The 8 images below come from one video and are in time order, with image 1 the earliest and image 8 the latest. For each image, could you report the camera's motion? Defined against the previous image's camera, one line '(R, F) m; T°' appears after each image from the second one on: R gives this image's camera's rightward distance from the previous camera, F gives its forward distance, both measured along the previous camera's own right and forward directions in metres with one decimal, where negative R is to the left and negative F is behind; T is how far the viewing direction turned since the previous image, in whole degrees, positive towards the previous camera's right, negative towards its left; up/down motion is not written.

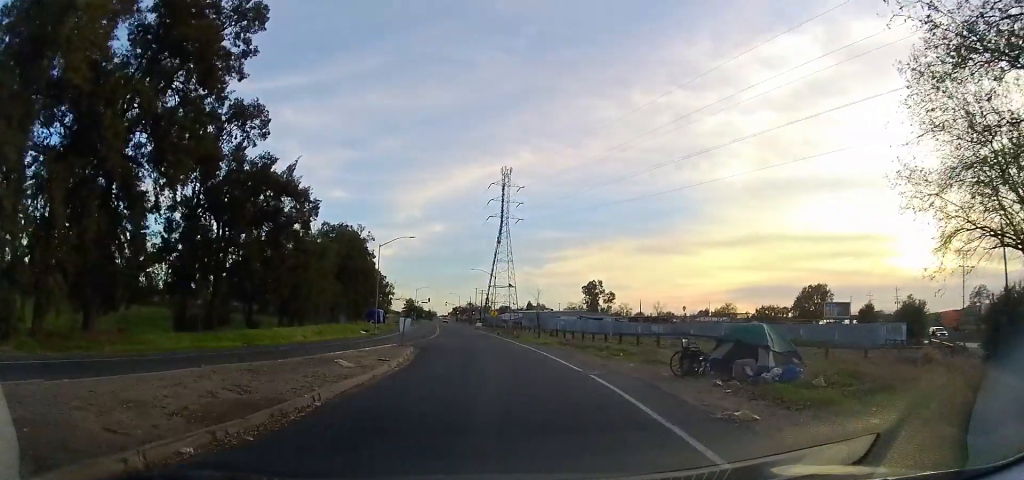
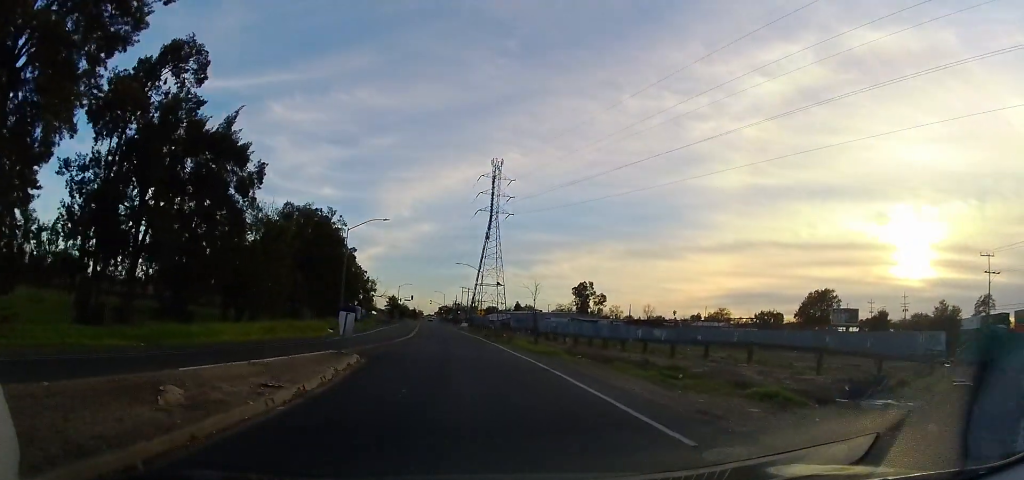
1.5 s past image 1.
(+0.5, +8.1) m; +6°
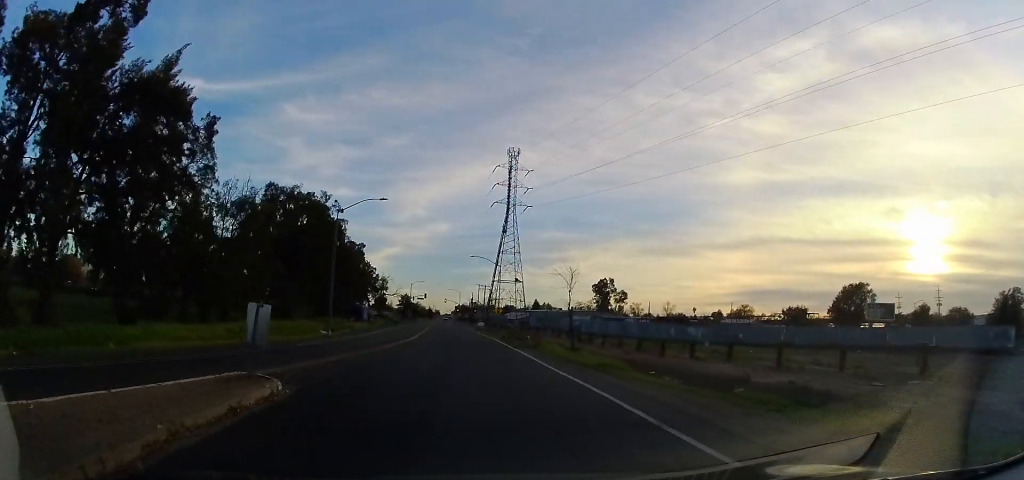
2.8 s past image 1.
(-0.3, +8.0) m; -5°
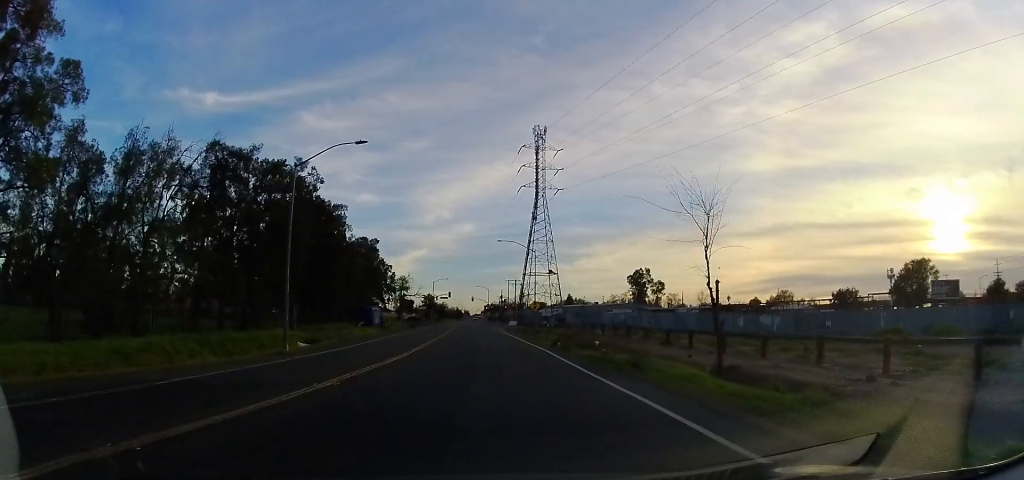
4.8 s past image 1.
(-0.1, +13.6) m; -1°
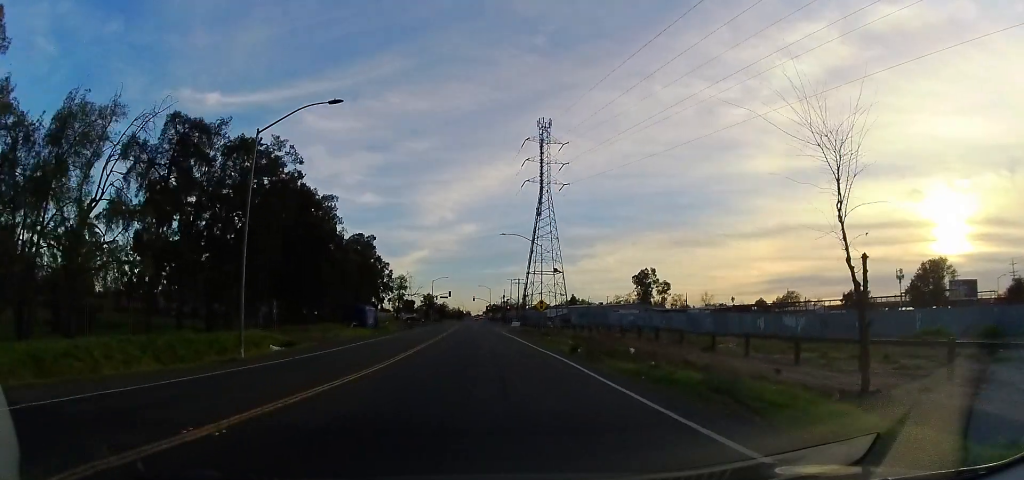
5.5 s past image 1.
(-0.2, +5.1) m; -2°
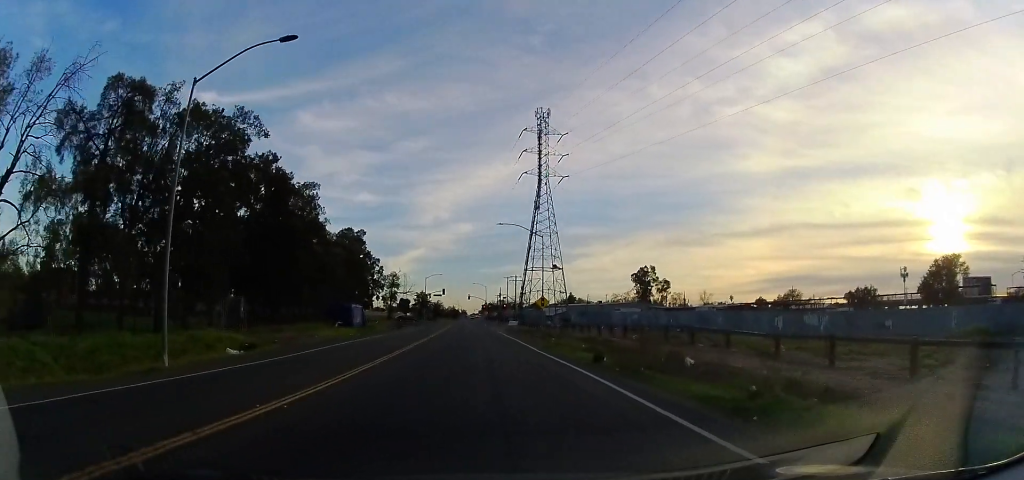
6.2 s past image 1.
(0.0, +5.3) m; 0°
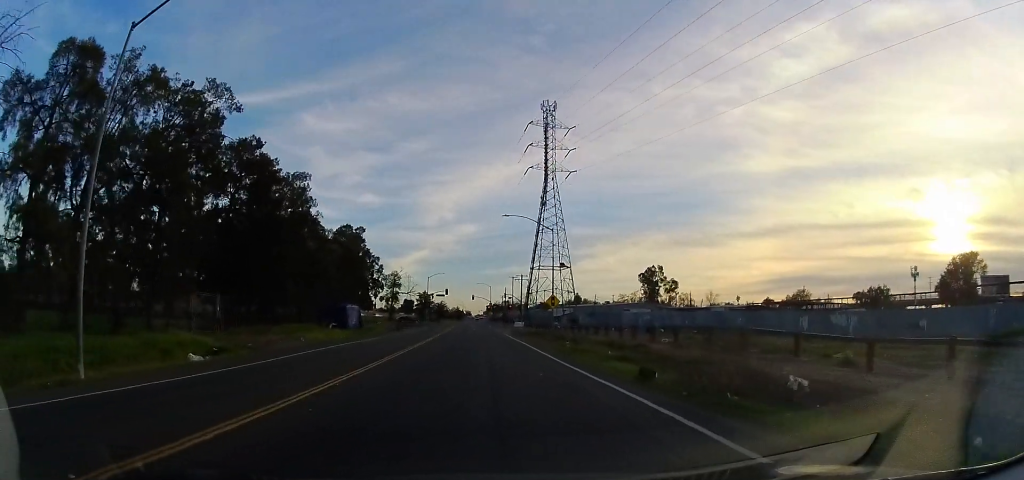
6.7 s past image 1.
(0.0, +4.3) m; 0°
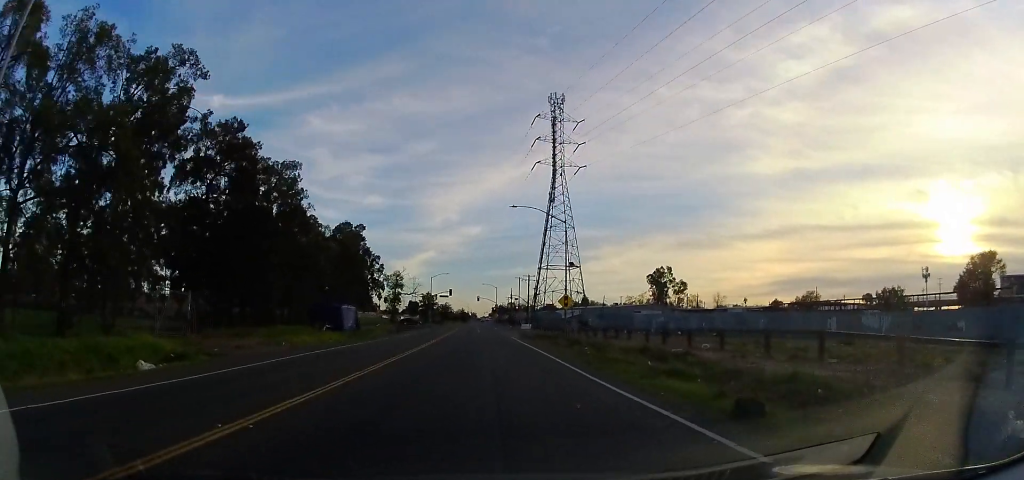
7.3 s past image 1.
(0.0, +4.3) m; 0°
